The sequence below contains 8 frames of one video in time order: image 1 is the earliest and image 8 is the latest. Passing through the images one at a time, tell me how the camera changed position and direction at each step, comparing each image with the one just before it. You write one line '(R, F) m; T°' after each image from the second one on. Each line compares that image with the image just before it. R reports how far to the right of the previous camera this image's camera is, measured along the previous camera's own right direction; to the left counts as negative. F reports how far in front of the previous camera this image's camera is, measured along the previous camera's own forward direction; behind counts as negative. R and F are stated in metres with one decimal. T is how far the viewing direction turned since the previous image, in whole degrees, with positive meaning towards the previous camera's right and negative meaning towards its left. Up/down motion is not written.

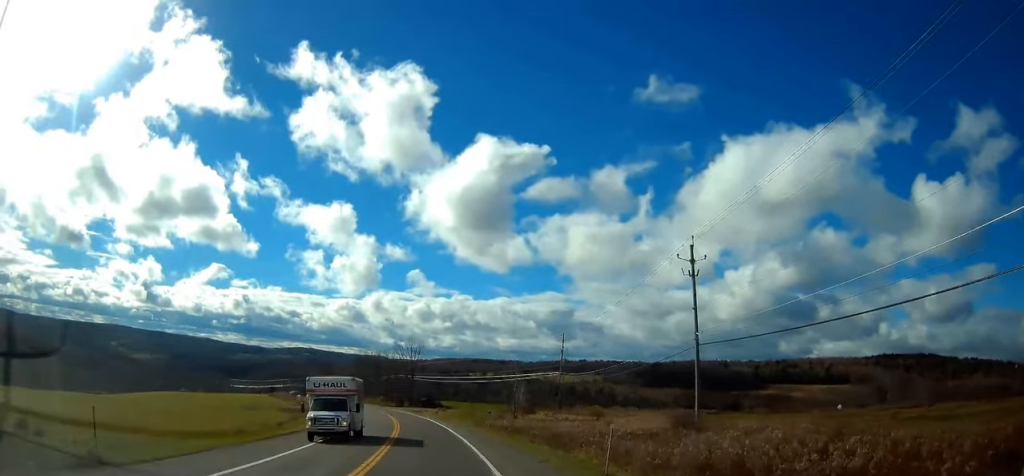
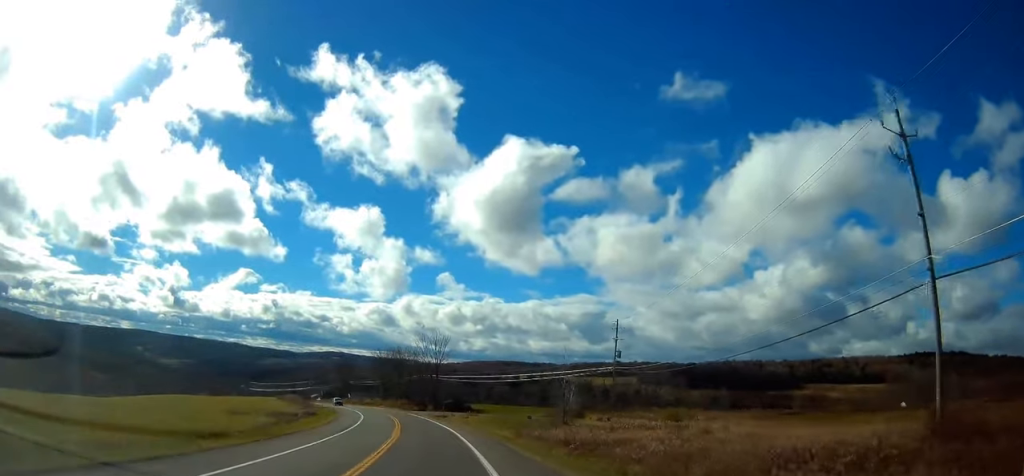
(-0.3, +17.8) m; -2°
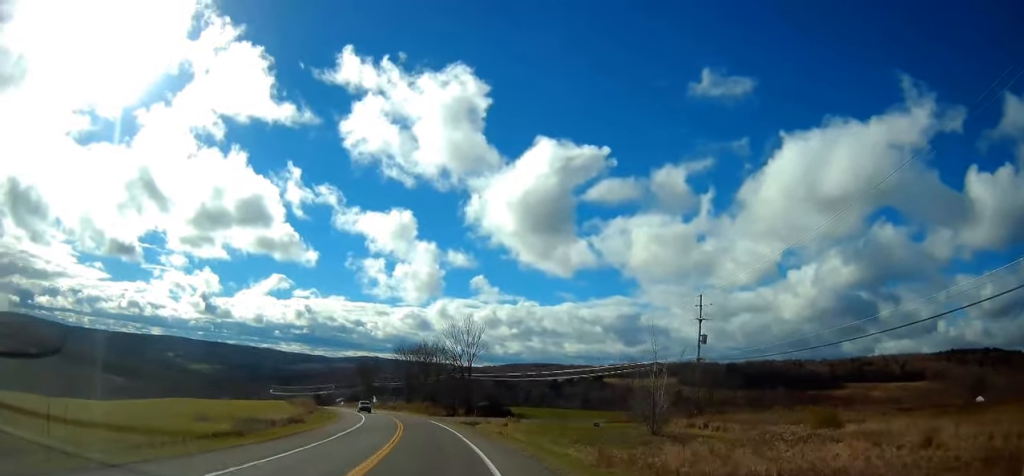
(-0.4, +20.0) m; -3°
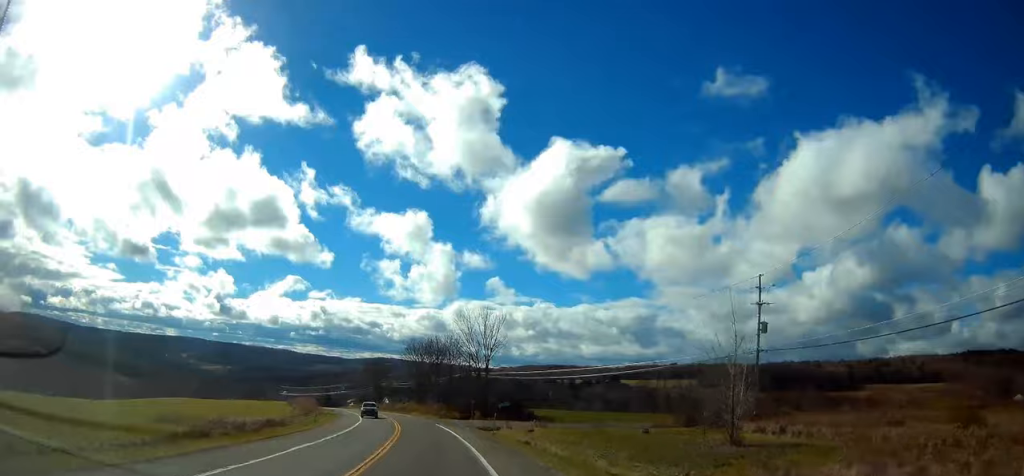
(-0.3, +10.7) m; -2°
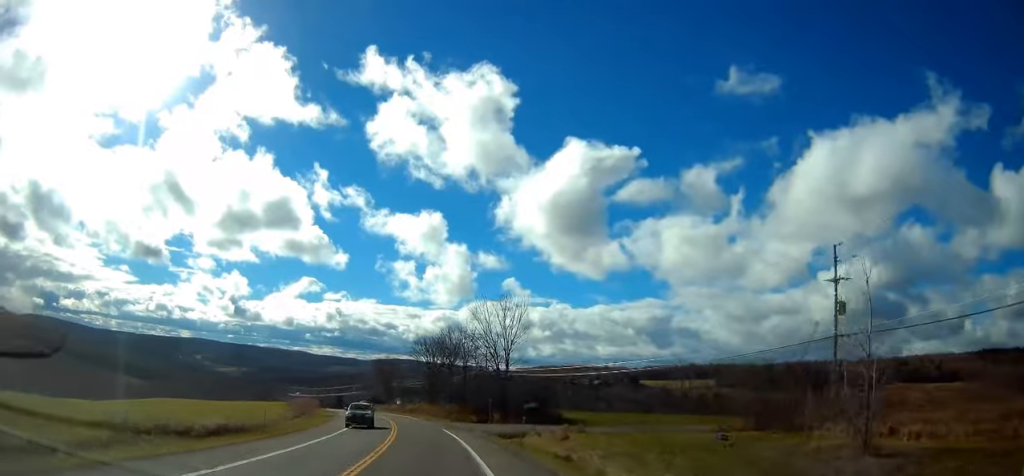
(0.0, +10.7) m; -2°
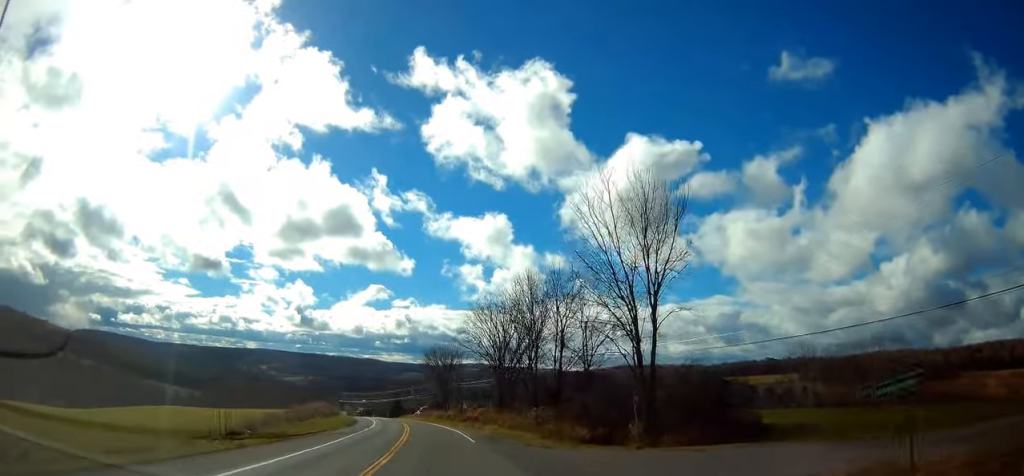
(-2.0, +34.9) m; -7°
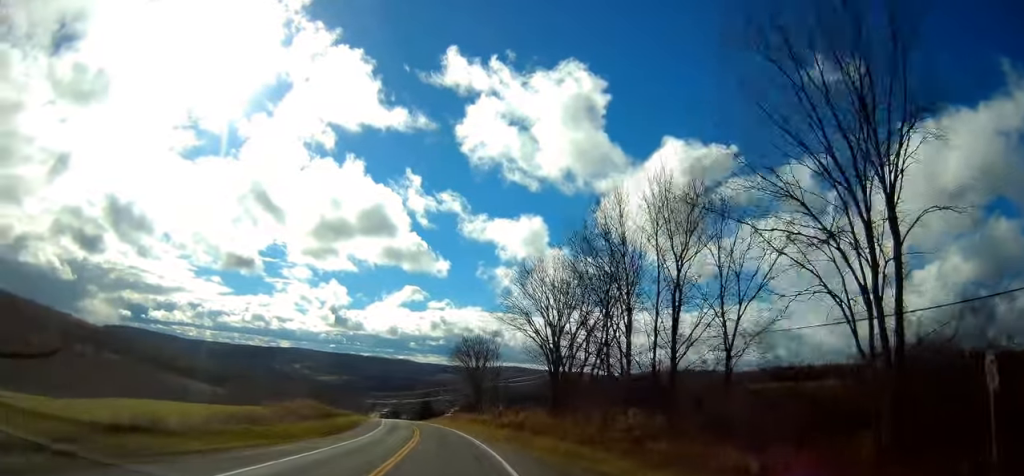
(-0.6, +18.6) m; -4°
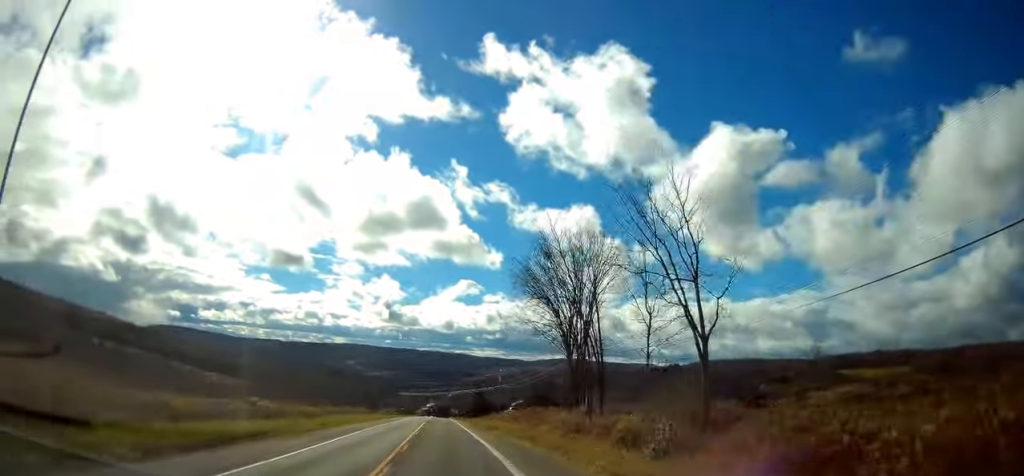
(-3.2, +48.8) m; -6°
